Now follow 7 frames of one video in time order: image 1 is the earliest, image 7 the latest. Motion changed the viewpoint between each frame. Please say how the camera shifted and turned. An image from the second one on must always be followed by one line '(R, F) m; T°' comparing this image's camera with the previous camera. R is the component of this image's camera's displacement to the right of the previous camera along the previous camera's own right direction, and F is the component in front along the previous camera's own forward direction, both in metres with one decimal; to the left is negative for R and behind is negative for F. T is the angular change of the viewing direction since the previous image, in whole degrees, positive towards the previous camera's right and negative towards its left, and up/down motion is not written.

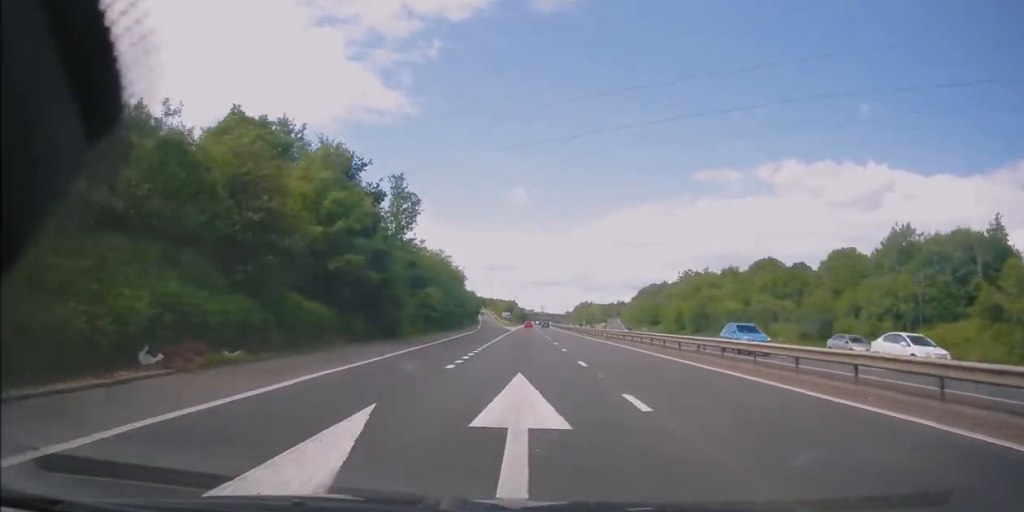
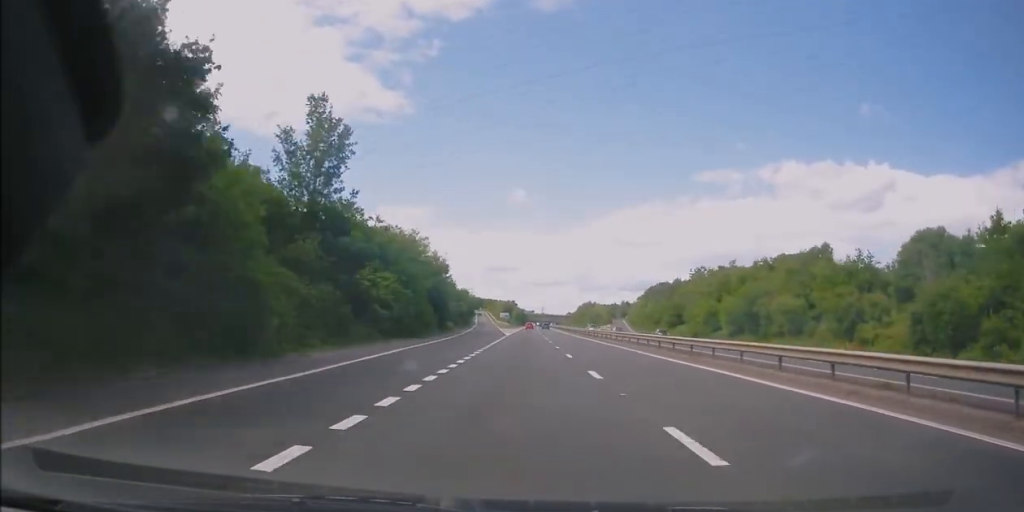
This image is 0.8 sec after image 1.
(0.0, +21.3) m; 0°
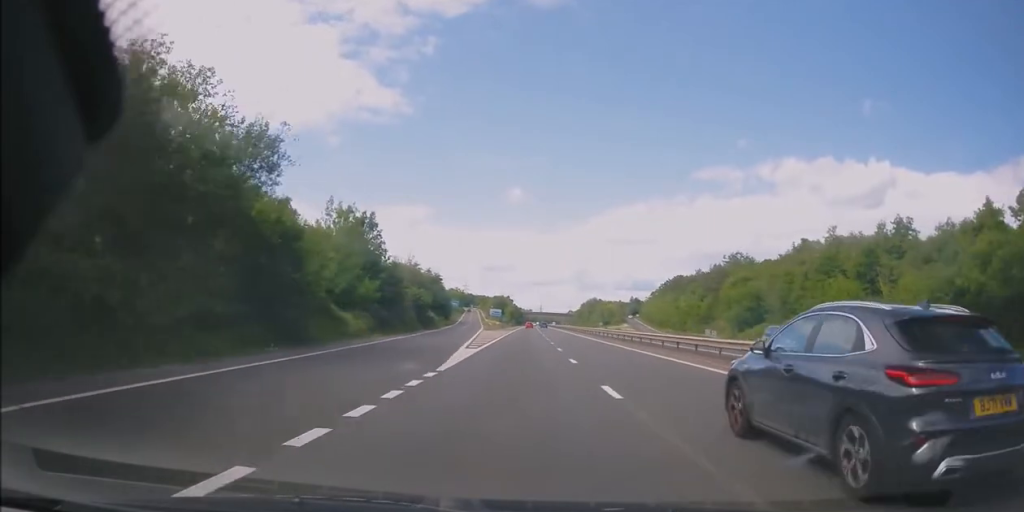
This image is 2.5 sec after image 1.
(+0.5, +49.7) m; +1°
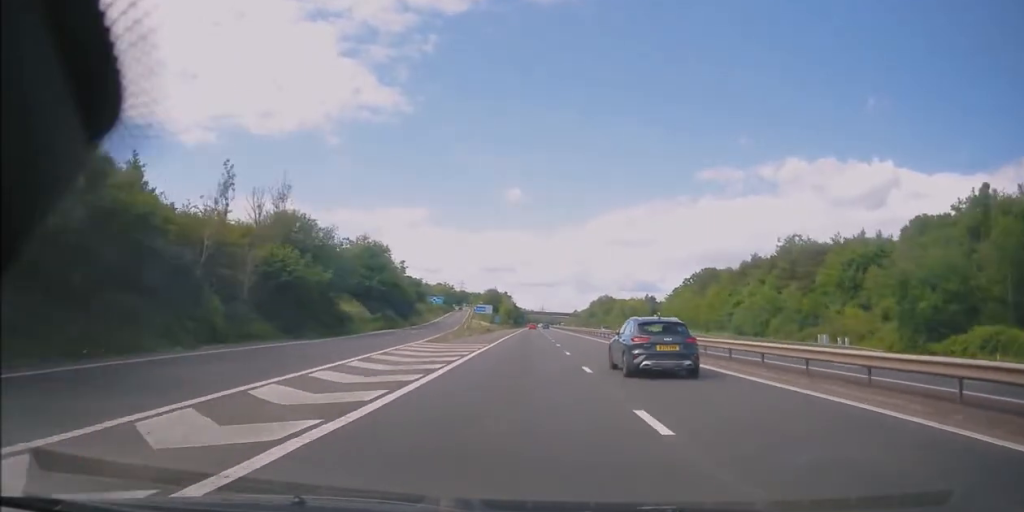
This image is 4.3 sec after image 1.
(-0.1, +48.5) m; 0°
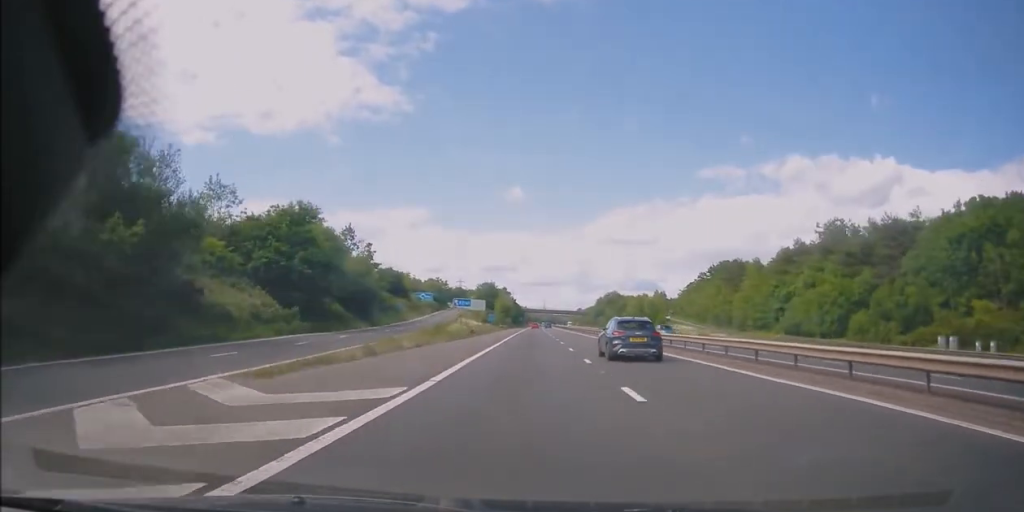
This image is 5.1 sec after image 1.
(+0.1, +23.9) m; 0°
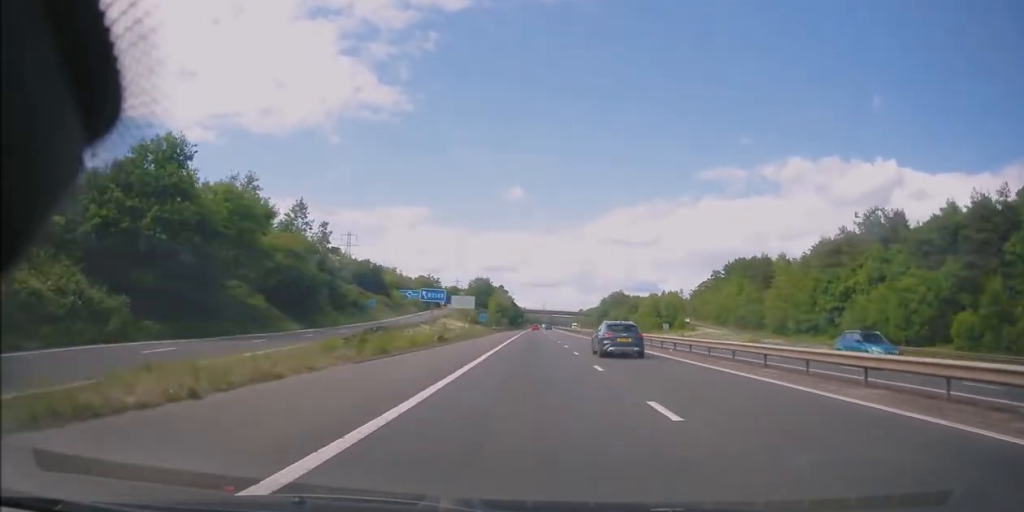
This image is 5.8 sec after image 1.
(-0.1, +19.3) m; 0°
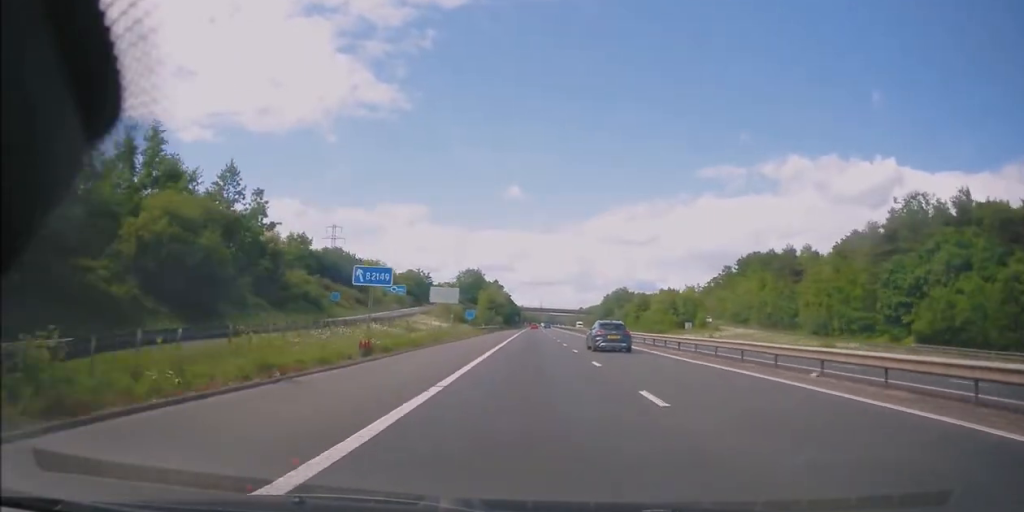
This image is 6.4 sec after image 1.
(0.0, +16.7) m; 0°
